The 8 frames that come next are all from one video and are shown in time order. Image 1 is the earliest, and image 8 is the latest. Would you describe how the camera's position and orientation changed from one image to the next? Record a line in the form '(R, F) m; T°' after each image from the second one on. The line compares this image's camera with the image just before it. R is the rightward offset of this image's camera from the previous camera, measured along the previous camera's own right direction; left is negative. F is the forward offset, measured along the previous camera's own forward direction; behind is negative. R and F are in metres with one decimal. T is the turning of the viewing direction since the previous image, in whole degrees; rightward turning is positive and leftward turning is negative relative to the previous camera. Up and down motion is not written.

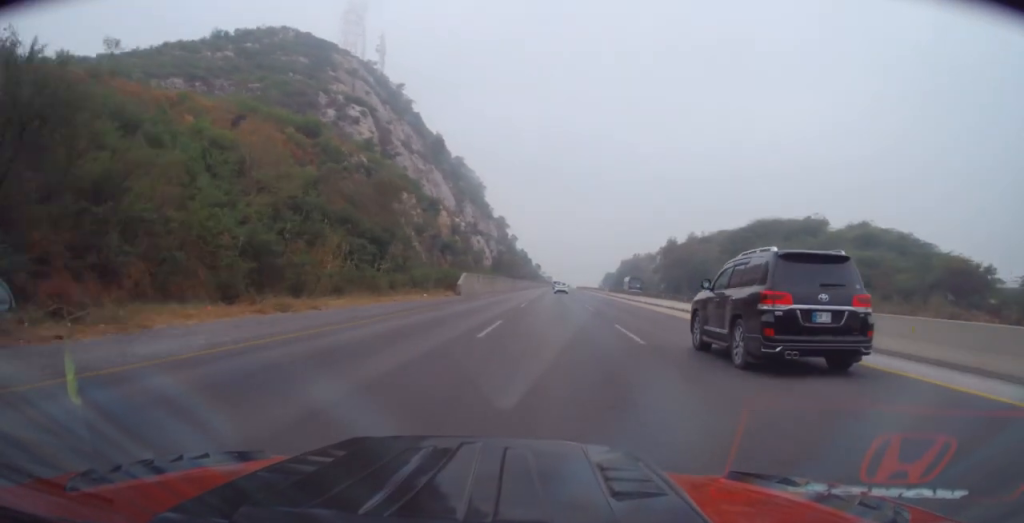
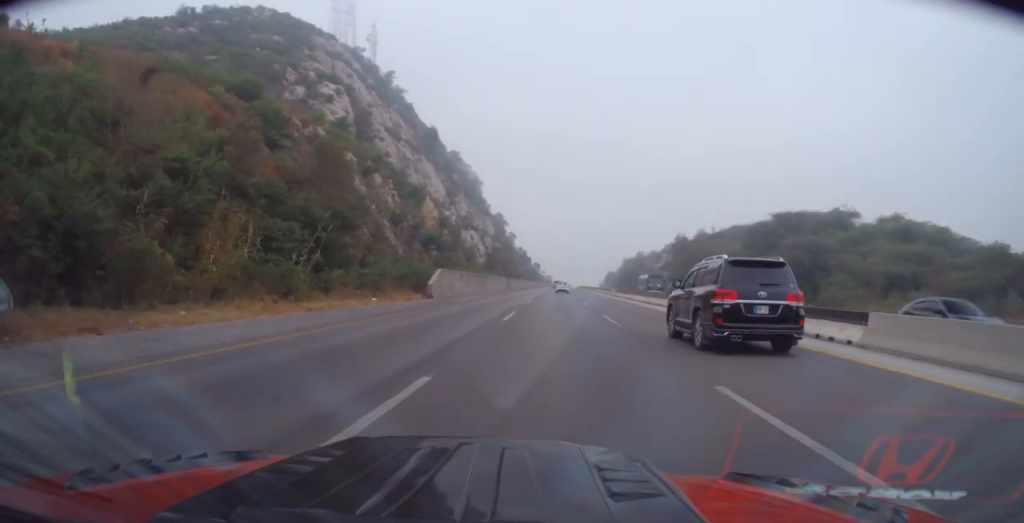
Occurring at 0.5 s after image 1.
(0.0, +11.8) m; 0°
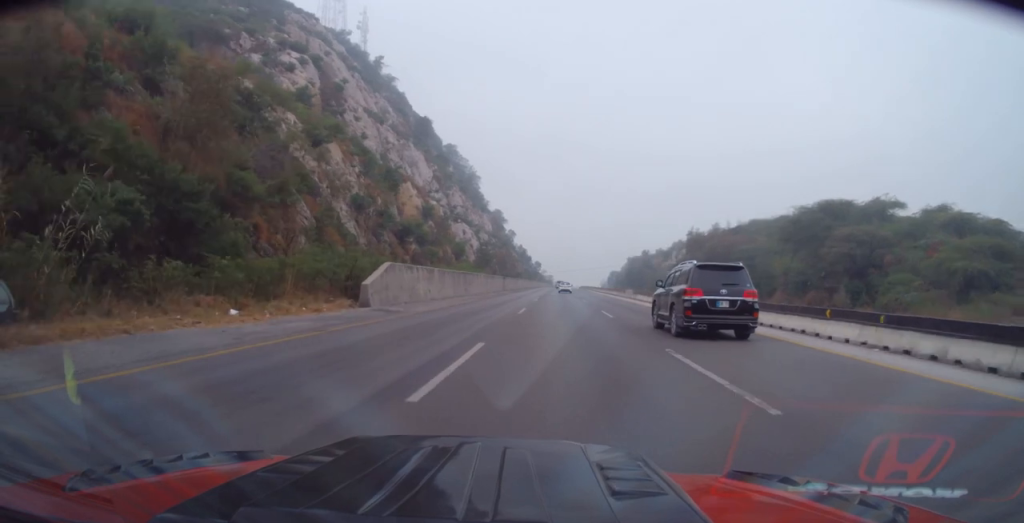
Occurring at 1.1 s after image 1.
(0.0, +13.5) m; 0°
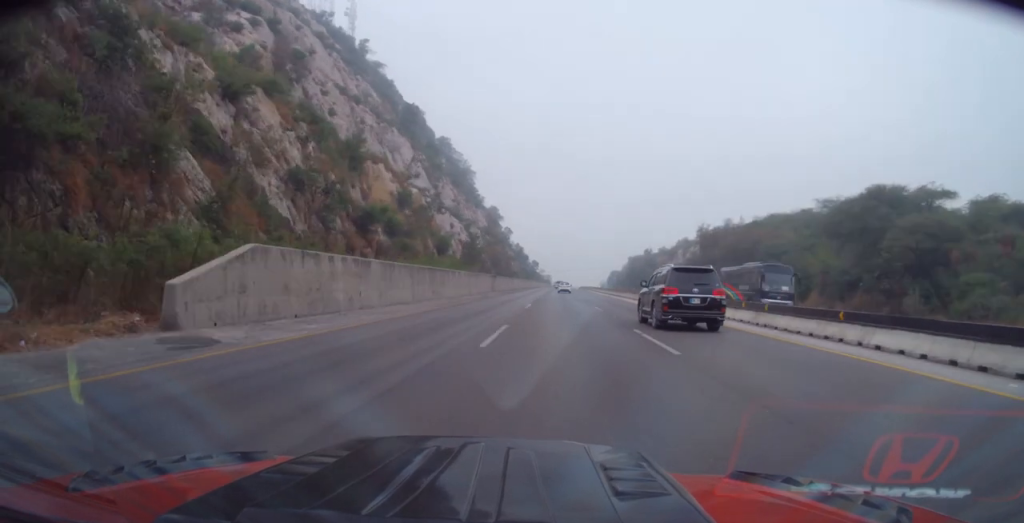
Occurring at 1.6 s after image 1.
(0.0, +12.7) m; 0°
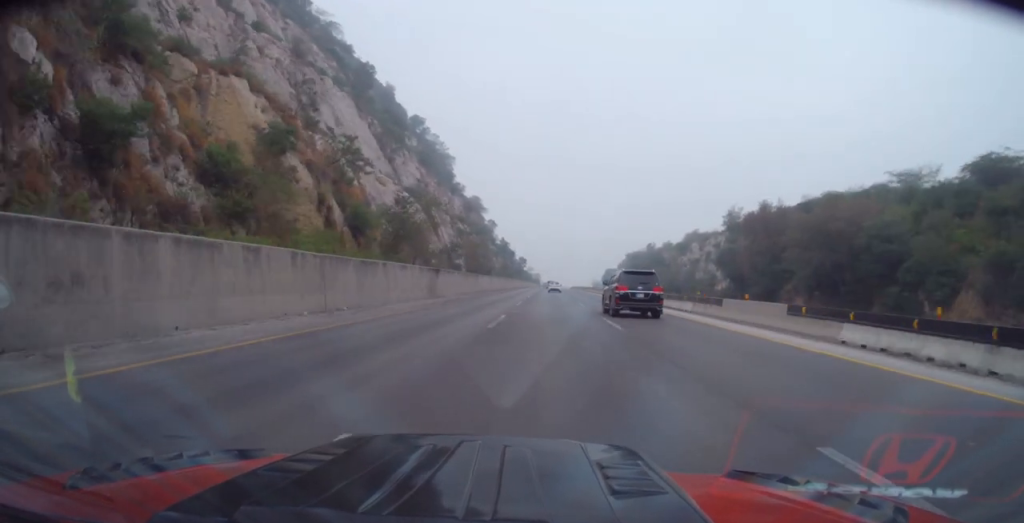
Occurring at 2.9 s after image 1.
(+0.1, +30.9) m; +1°
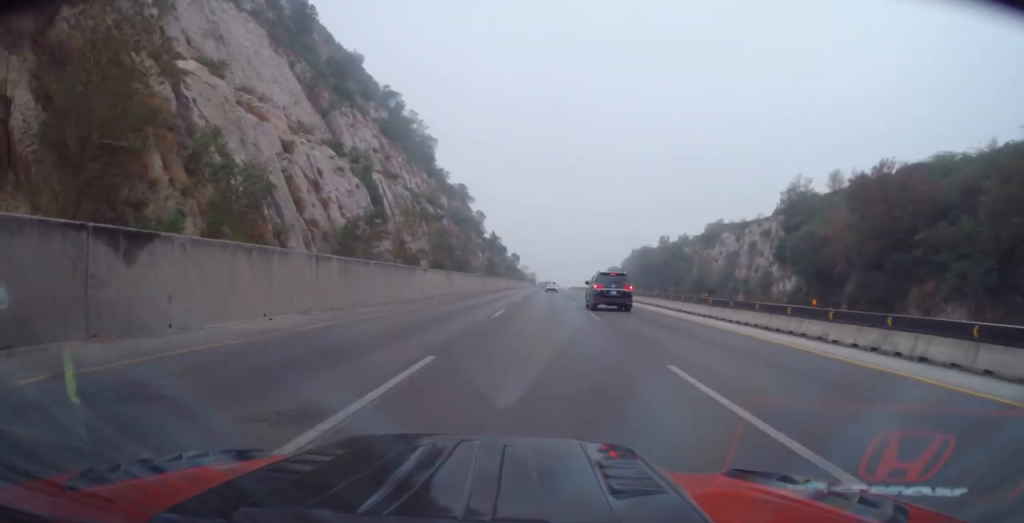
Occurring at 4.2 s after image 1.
(+0.2, +31.0) m; 0°
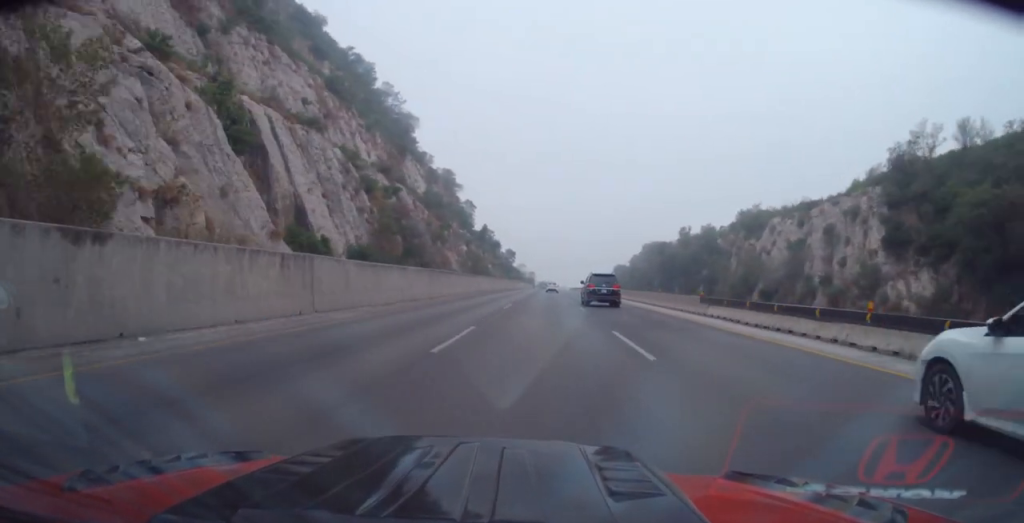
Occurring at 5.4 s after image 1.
(+0.1, +29.3) m; 0°
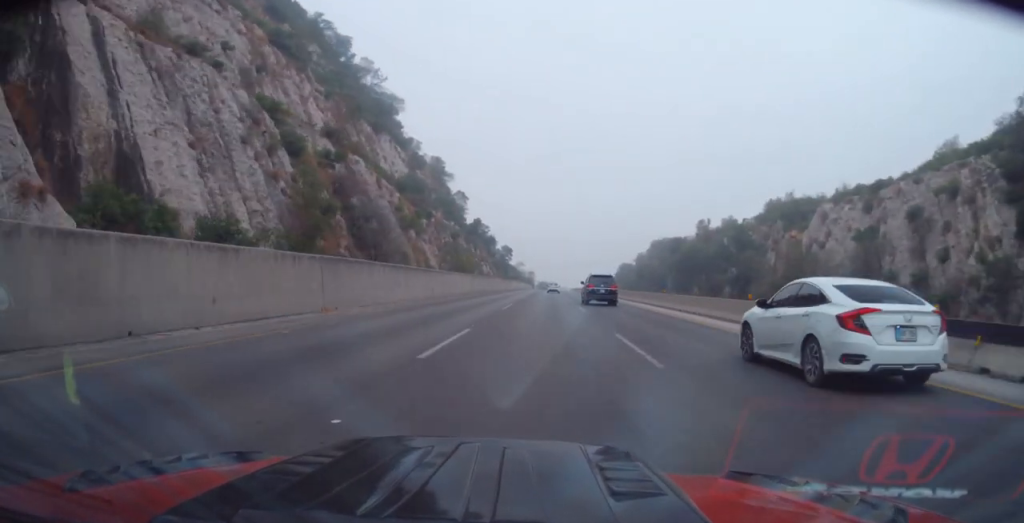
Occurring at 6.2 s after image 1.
(0.0, +19.0) m; 0°
